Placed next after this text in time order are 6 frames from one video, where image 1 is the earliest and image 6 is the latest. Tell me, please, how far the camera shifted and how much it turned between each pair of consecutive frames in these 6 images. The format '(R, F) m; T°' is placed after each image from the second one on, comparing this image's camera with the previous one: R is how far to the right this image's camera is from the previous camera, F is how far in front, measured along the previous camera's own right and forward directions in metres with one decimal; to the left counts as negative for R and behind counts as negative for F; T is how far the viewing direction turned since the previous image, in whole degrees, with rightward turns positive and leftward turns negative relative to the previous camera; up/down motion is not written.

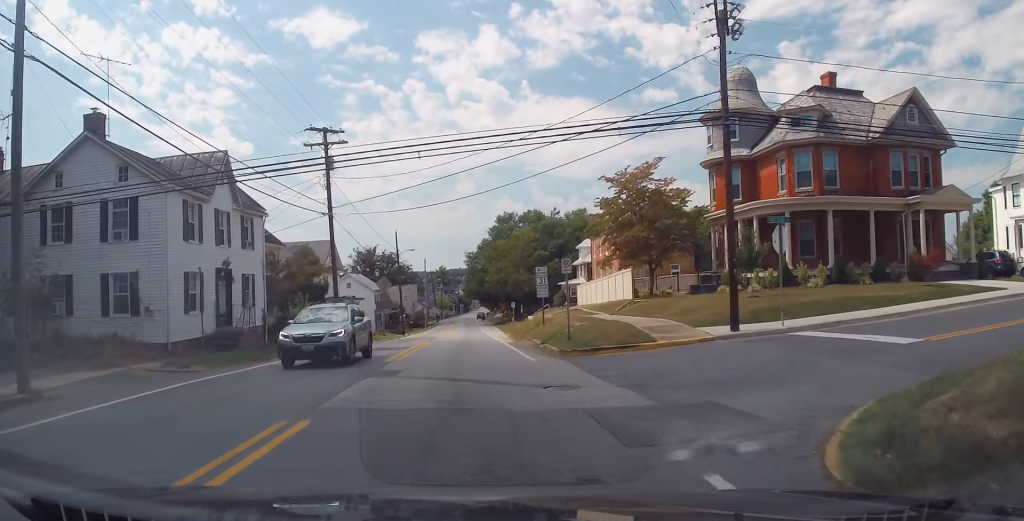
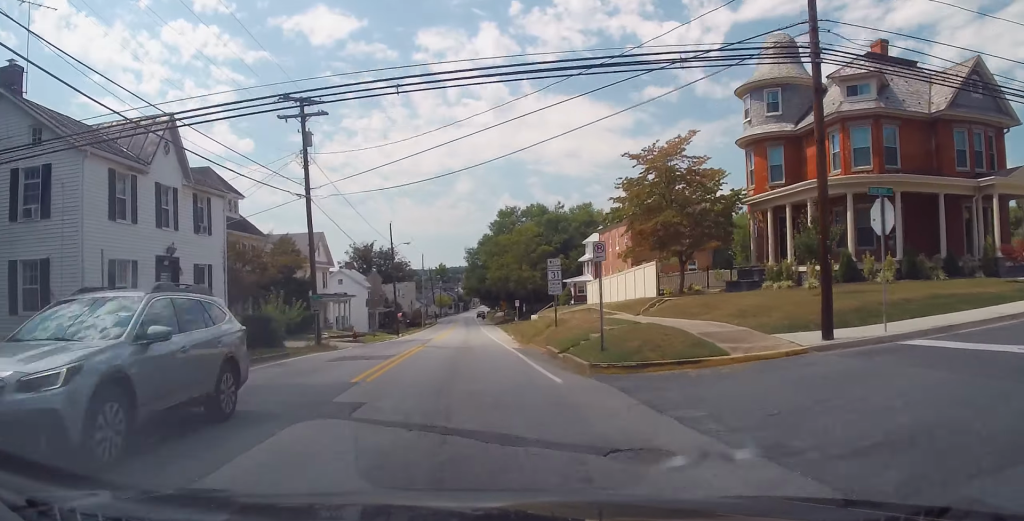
(-0.3, +5.2) m; -1°
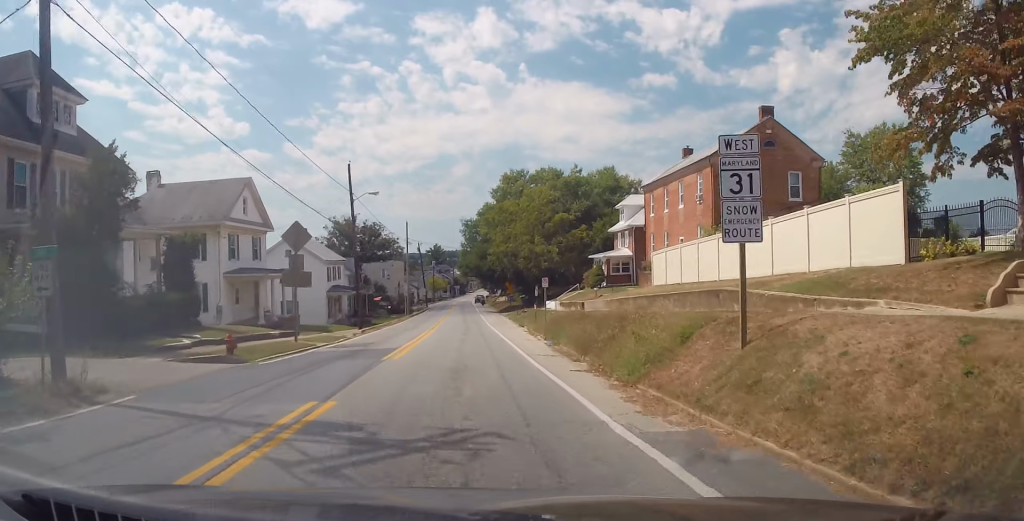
(-0.6, +20.6) m; 0°
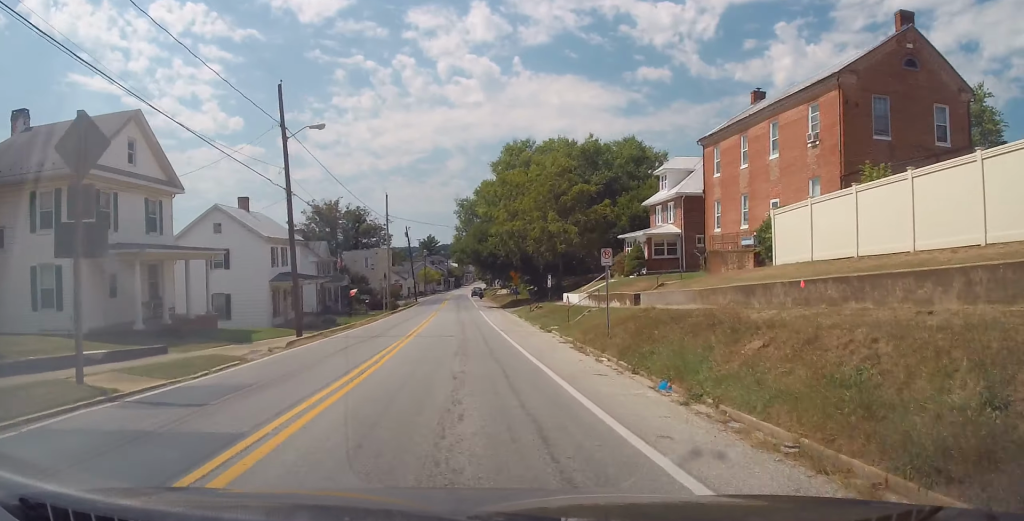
(+0.4, +14.8) m; +1°
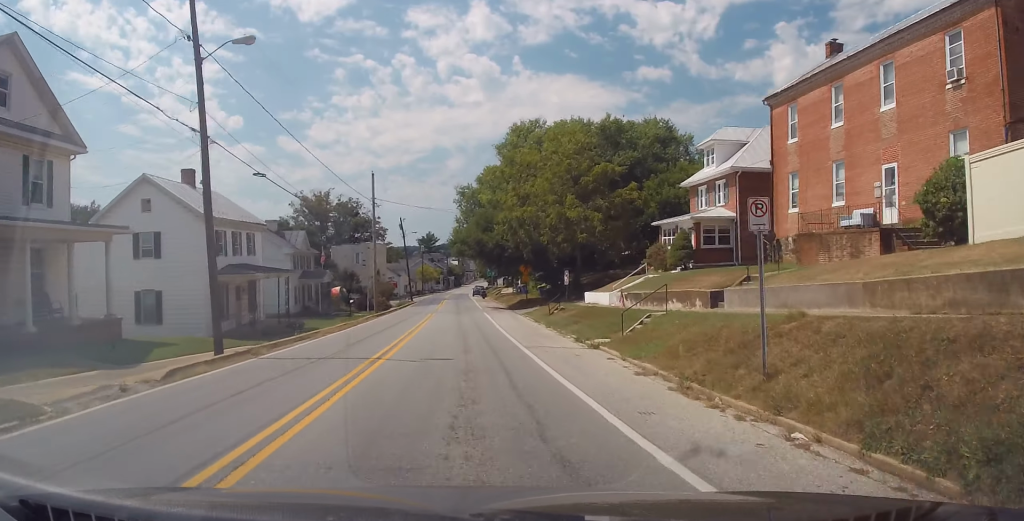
(-0.2, +9.3) m; +1°
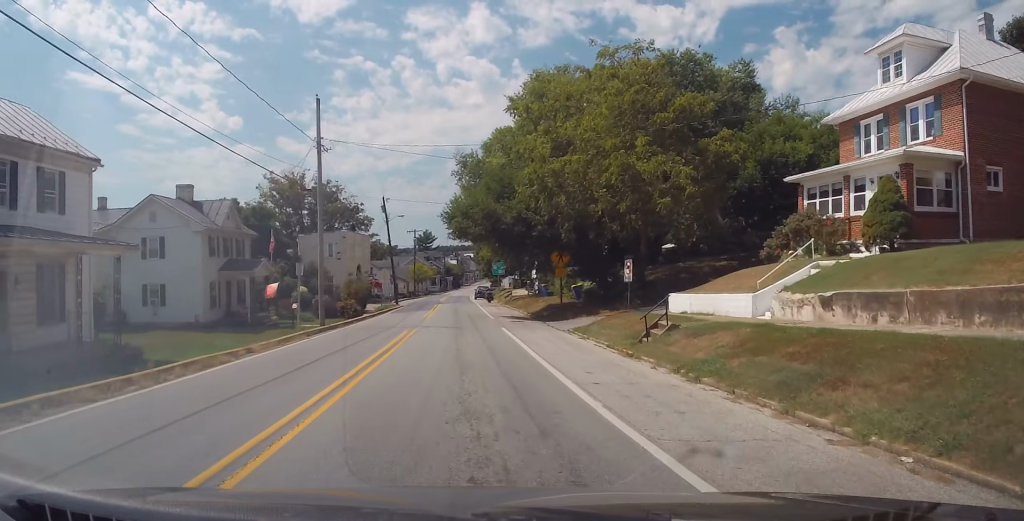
(+0.4, +18.4) m; +1°
